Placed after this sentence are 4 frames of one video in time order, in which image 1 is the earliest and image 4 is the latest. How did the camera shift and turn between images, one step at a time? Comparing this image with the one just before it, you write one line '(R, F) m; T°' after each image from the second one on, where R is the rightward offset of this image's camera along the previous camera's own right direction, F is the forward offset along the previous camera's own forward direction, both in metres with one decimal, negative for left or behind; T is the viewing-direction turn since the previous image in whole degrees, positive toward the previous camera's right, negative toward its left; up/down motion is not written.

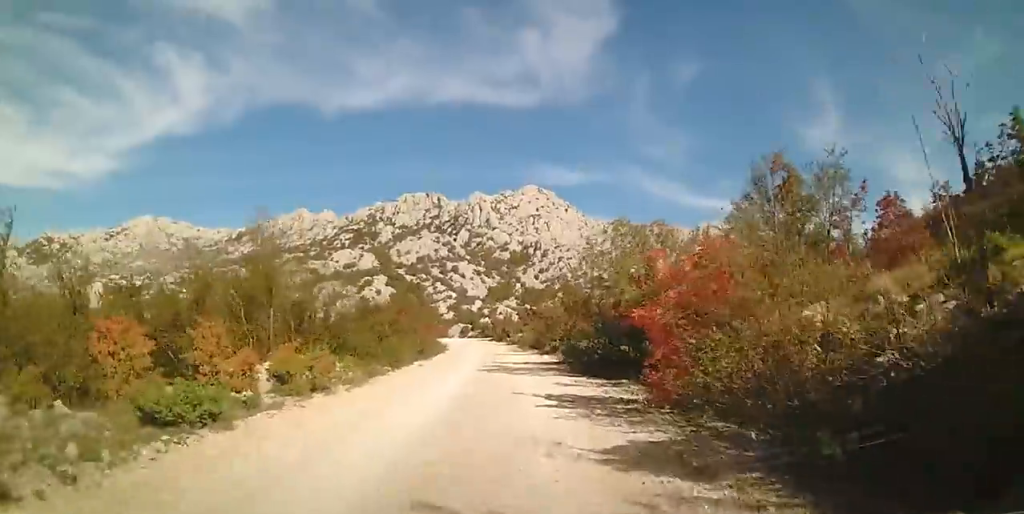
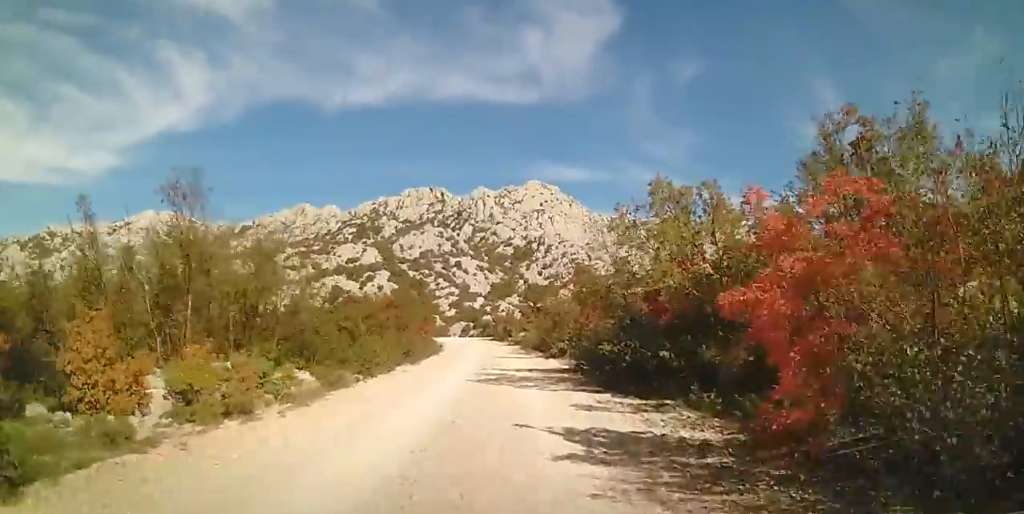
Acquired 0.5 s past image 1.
(0.0, +3.4) m; 0°
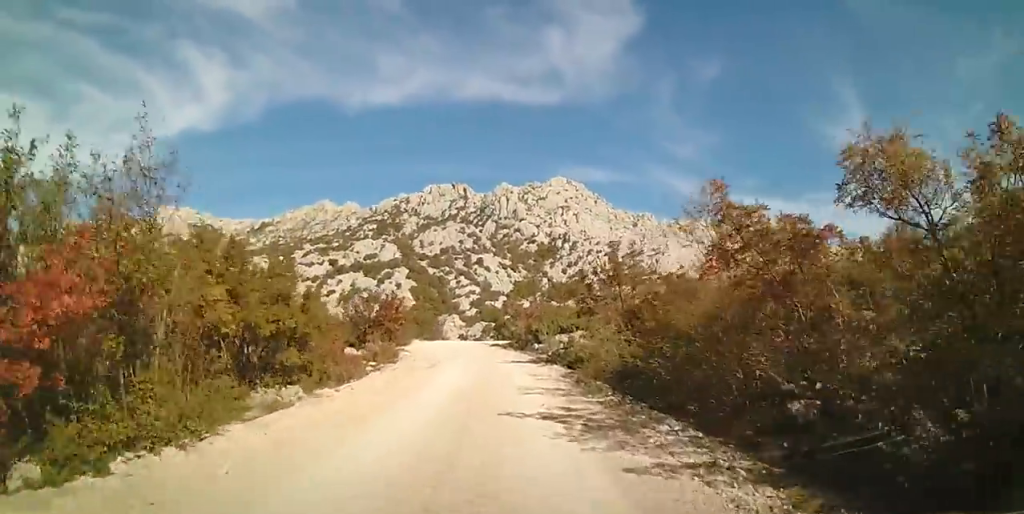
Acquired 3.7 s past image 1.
(-0.2, +23.4) m; -2°
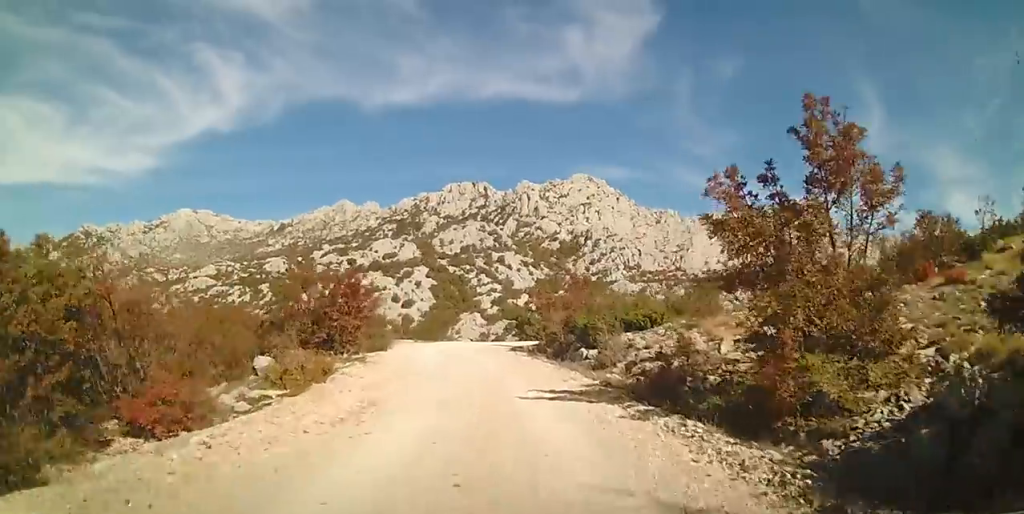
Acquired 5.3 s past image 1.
(-0.5, +12.1) m; -5°
